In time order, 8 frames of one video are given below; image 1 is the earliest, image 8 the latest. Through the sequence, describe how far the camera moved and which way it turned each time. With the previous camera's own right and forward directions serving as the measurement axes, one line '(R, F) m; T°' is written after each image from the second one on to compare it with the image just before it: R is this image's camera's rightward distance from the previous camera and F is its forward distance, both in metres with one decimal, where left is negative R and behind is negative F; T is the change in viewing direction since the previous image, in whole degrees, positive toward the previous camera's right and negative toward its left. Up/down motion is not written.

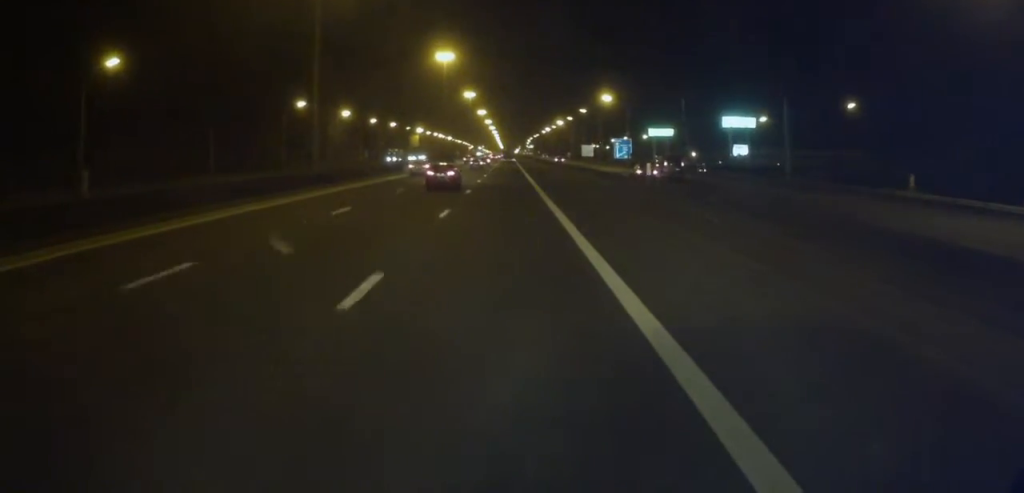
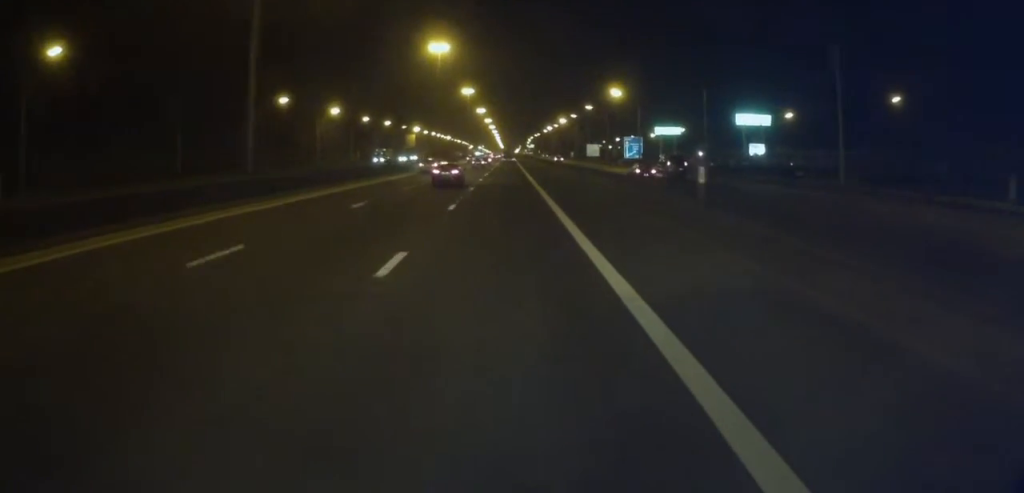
(-0.1, +10.2) m; -1°
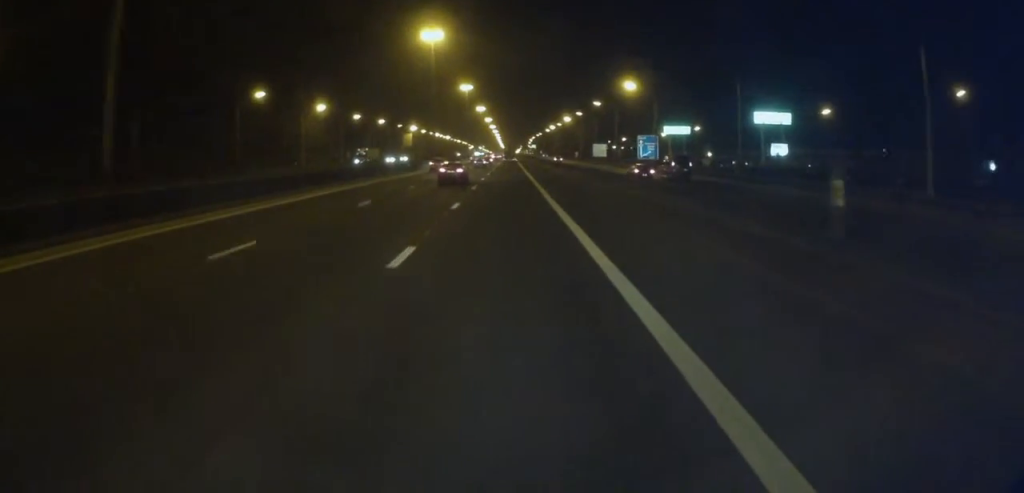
(-0.1, +11.8) m; -1°
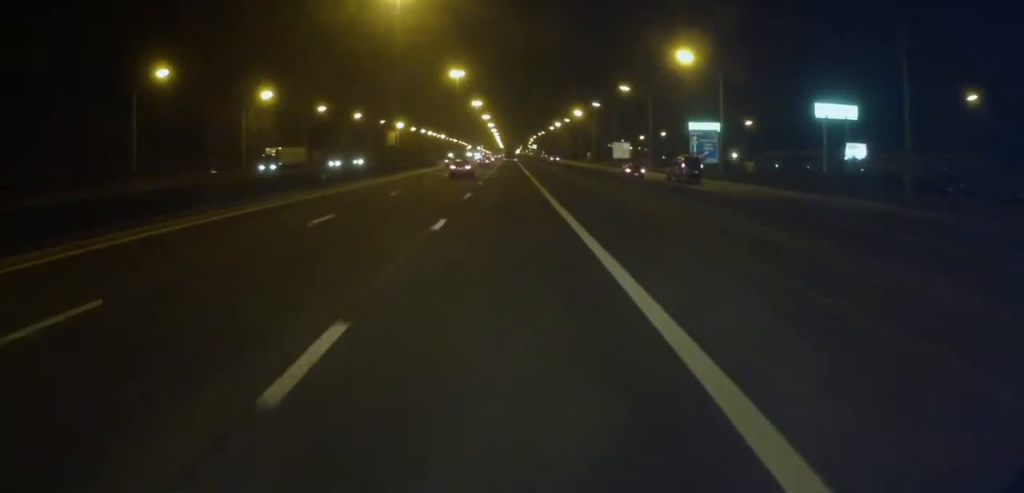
(-0.5, +31.5) m; 0°
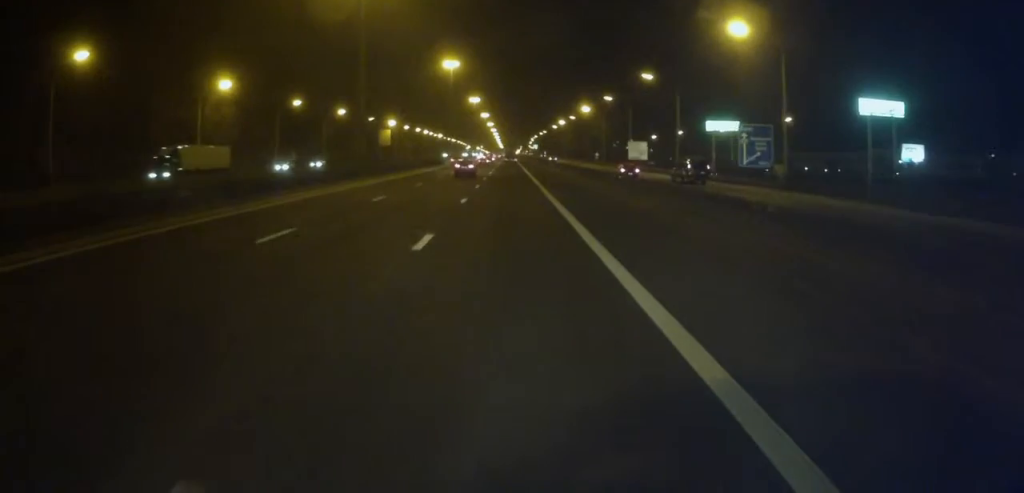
(+0.2, +16.5) m; +2°
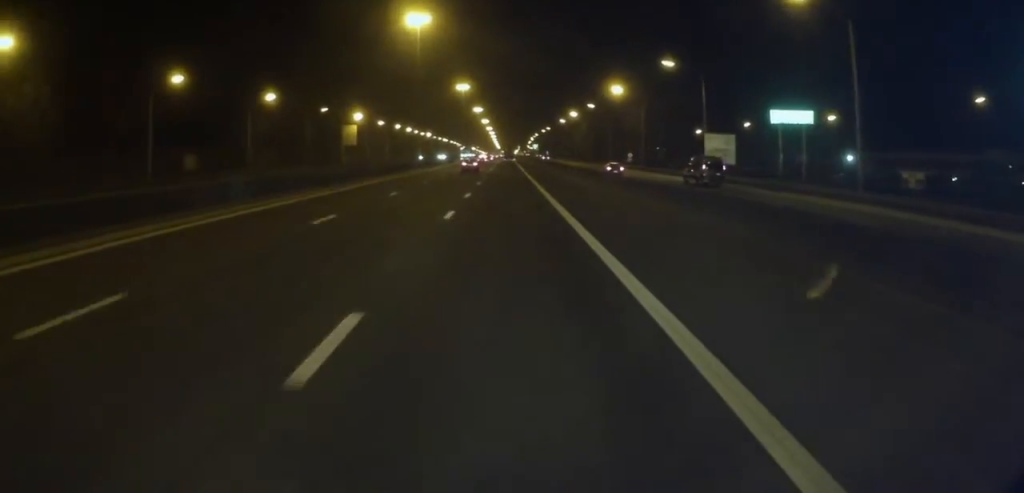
(+0.3, +45.2) m; -1°
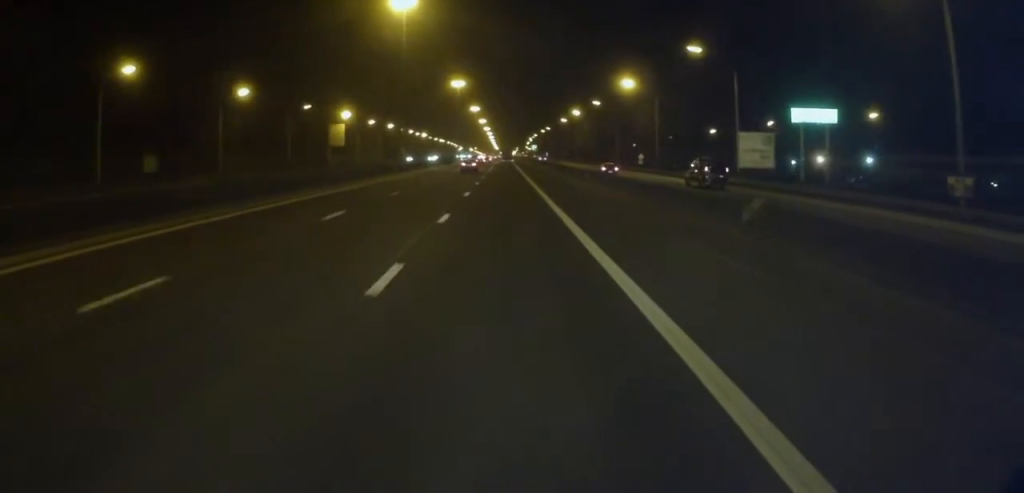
(-0.1, +10.9) m; 0°
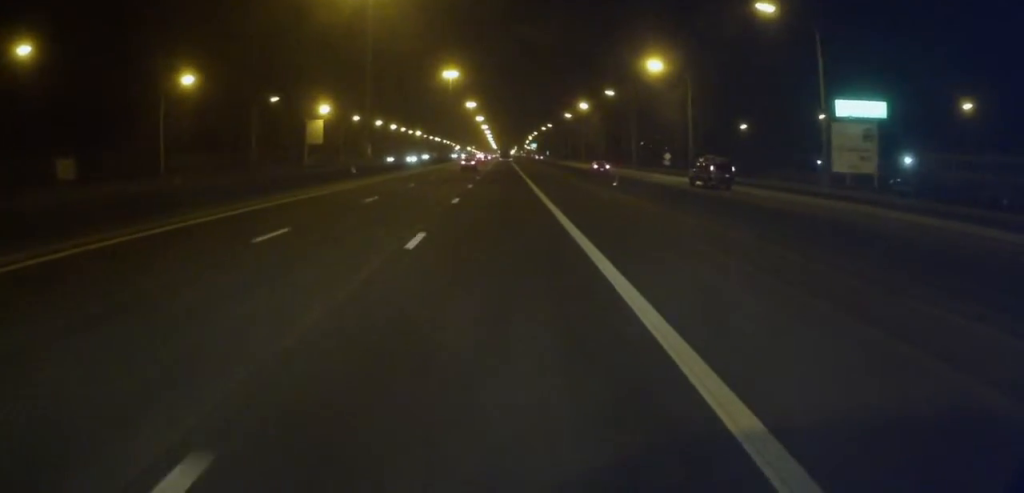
(0.0, +17.9) m; 0°
